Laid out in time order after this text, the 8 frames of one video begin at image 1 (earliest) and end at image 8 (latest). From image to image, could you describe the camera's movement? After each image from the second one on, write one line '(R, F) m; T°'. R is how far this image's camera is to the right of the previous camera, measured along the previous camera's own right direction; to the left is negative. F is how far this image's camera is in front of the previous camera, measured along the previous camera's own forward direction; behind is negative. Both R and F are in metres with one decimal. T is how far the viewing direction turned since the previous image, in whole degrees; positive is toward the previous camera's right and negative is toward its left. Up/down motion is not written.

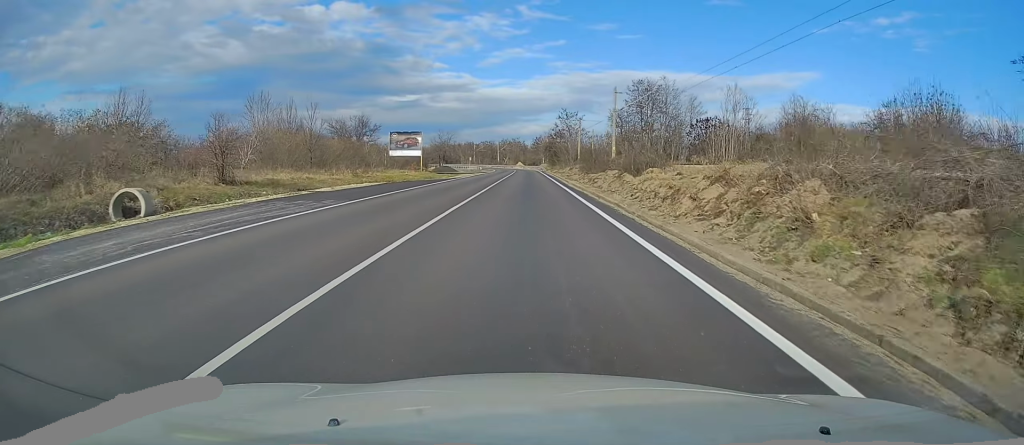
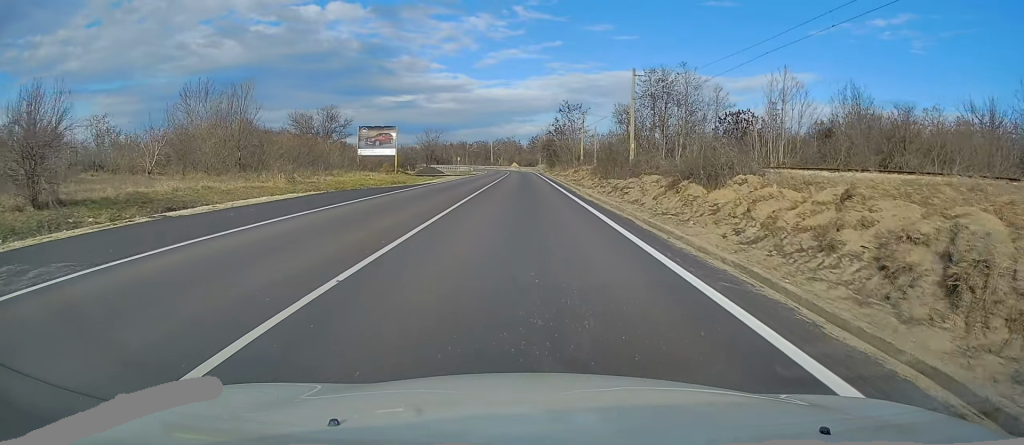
(0.0, +13.7) m; 0°
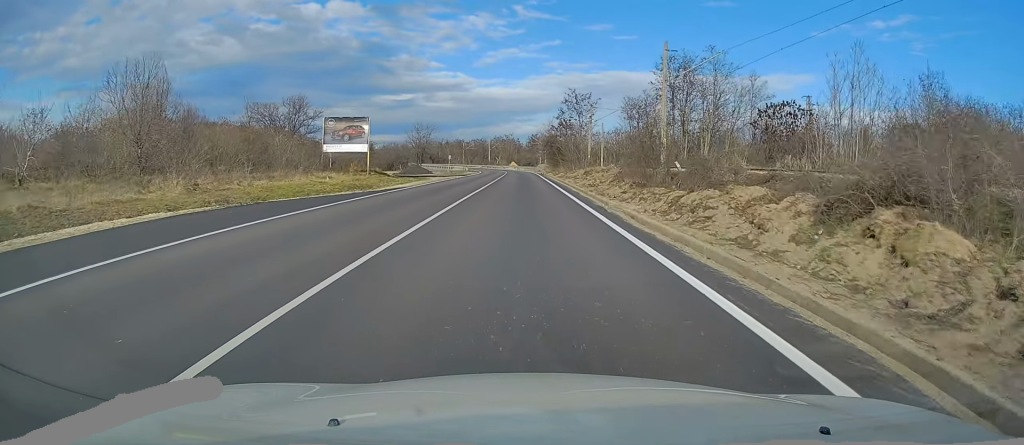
(+0.1, +12.0) m; 0°
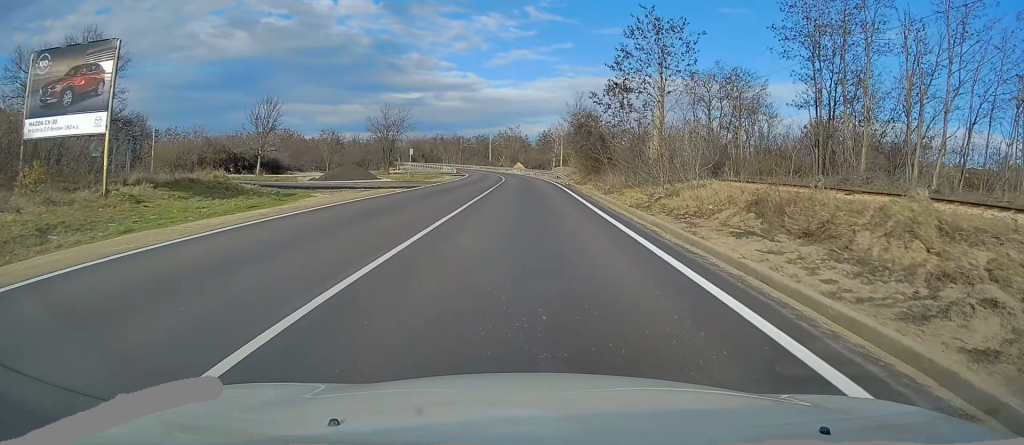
(-0.1, +38.4) m; 0°
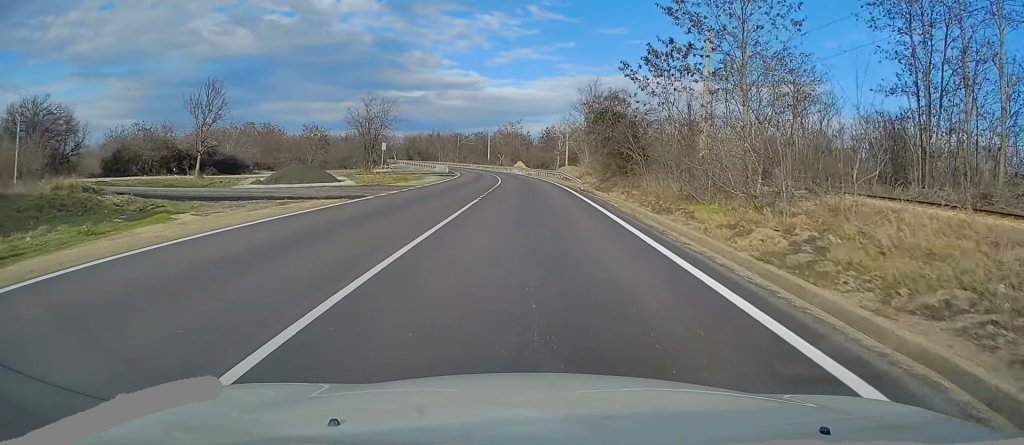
(0.0, +12.0) m; 0°
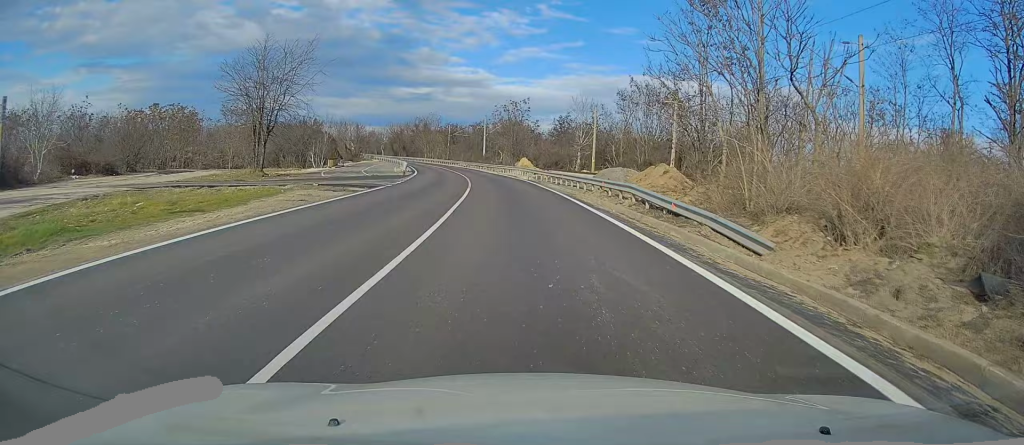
(-0.2, +36.4) m; -2°
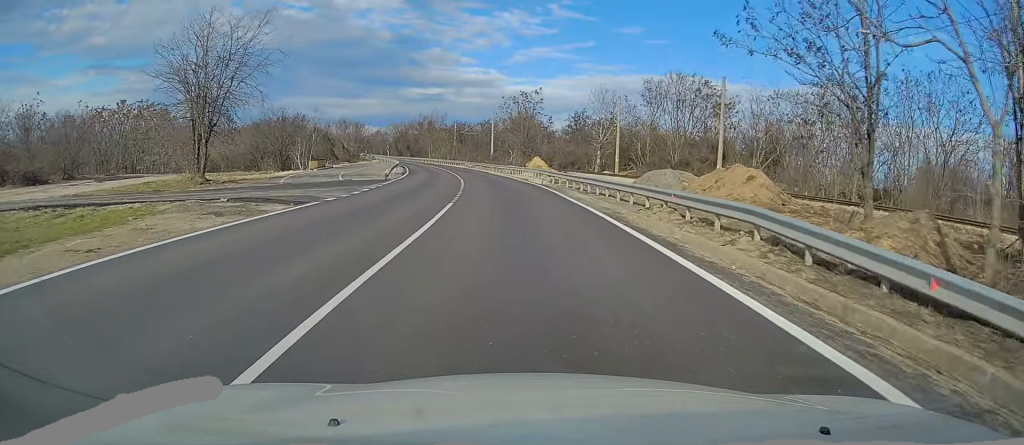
(-0.1, +10.9) m; -1°
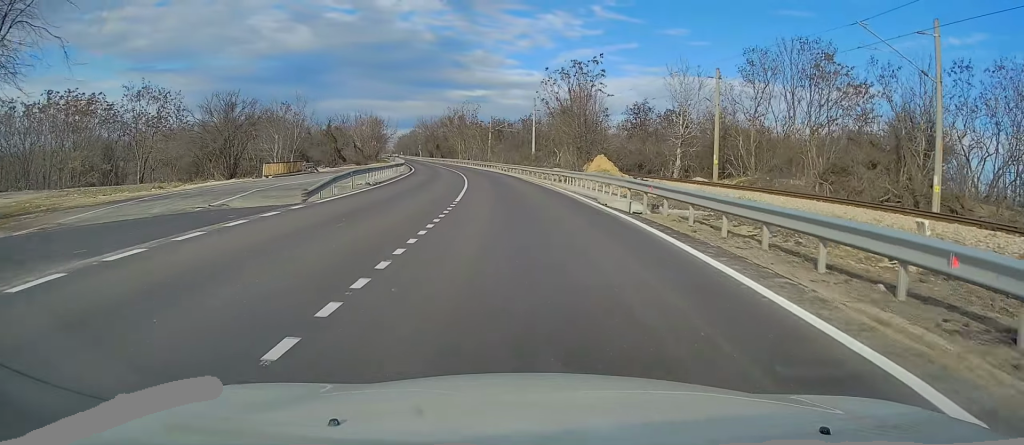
(-0.6, +22.2) m; -3°
